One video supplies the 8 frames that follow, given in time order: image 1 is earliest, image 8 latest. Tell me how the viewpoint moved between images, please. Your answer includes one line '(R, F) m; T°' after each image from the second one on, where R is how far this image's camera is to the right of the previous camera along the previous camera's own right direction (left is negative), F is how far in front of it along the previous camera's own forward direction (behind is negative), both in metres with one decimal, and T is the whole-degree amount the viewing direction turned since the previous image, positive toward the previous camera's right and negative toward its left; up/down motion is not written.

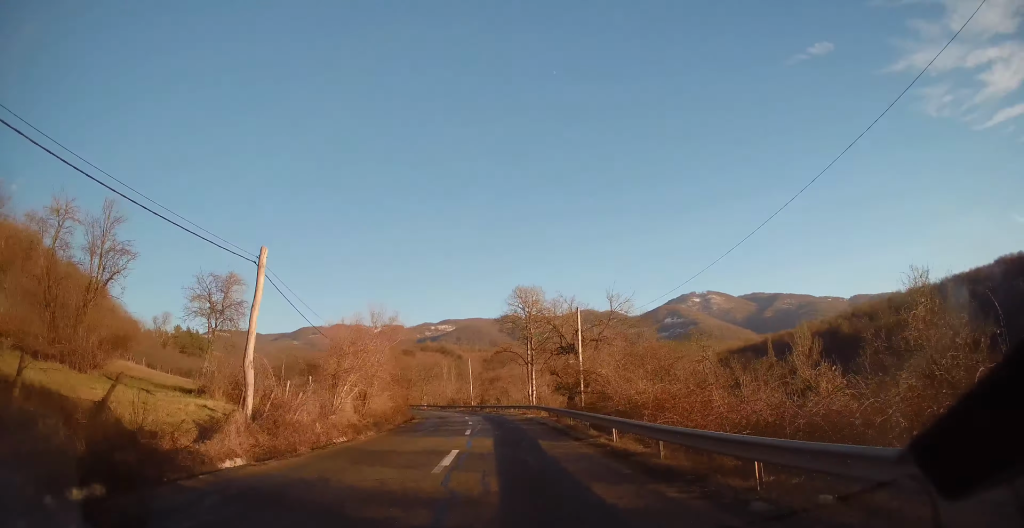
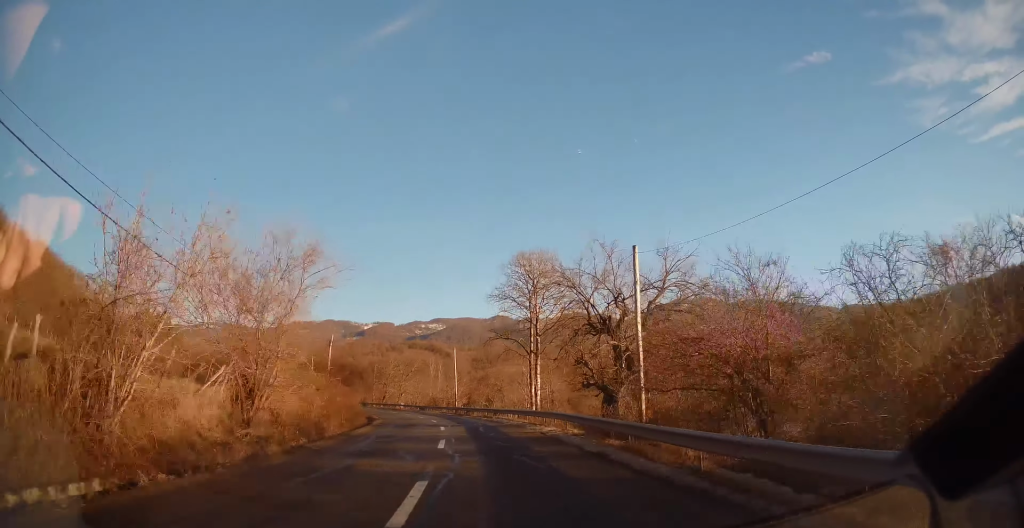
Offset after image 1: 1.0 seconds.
(0.0, +14.0) m; -1°
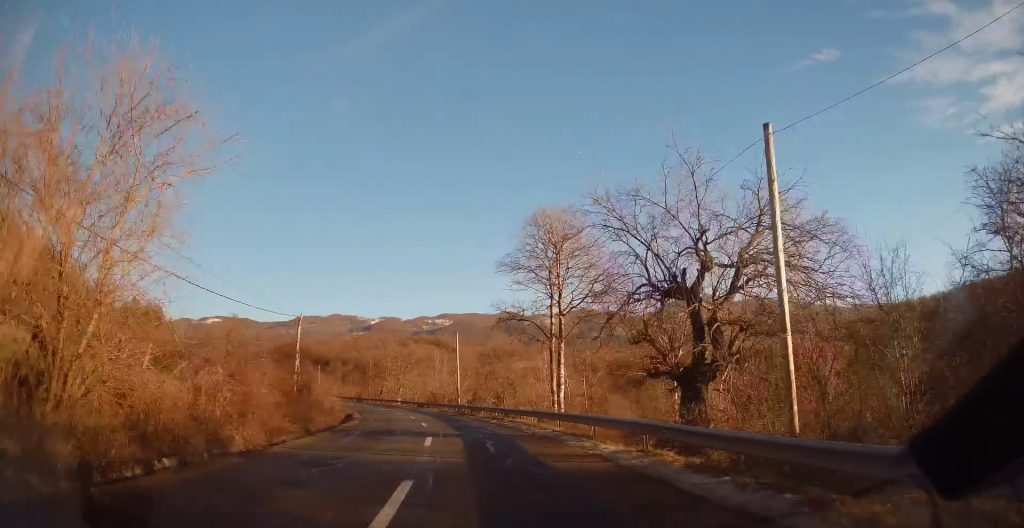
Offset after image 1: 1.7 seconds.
(0.0, +9.2) m; -1°
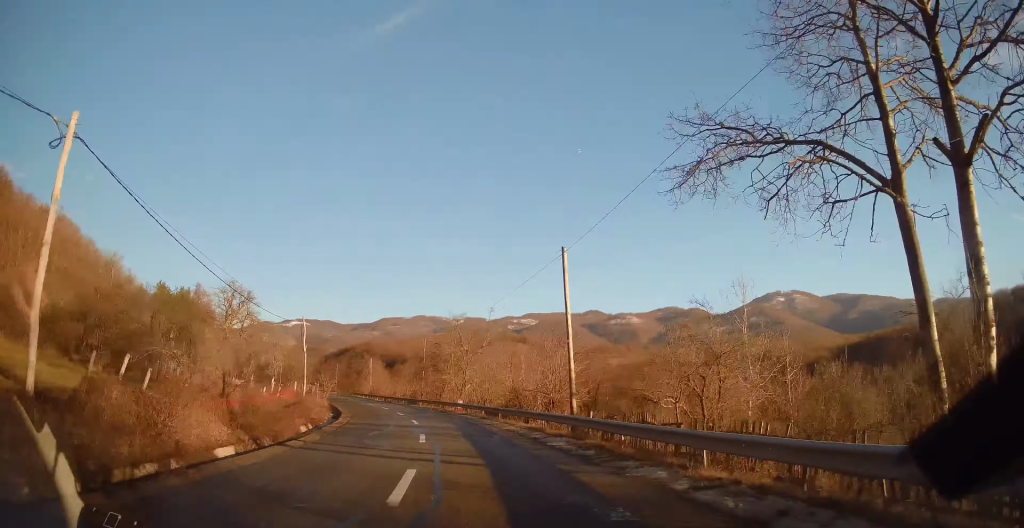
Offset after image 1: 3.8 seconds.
(-1.7, +26.8) m; -9°
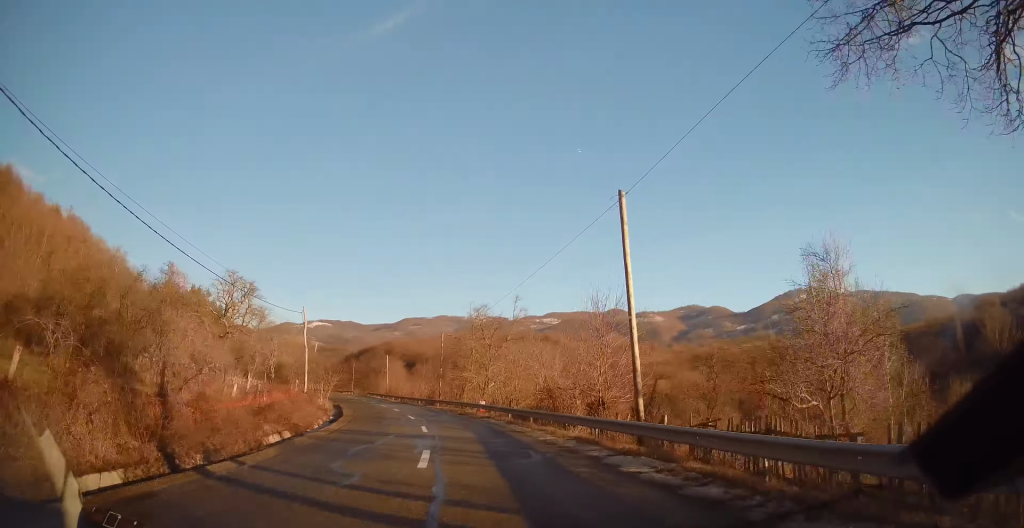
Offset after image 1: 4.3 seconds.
(-0.2, +5.6) m; -2°
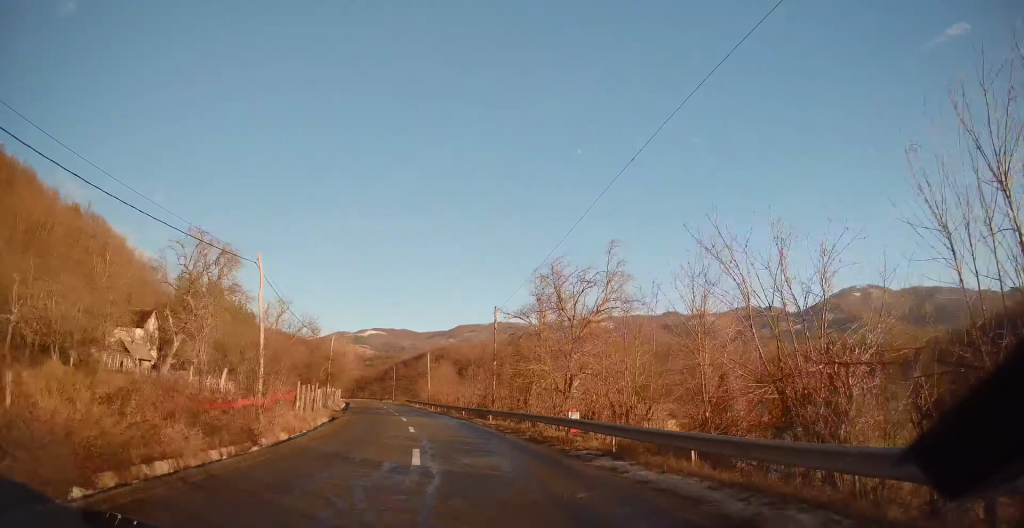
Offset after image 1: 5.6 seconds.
(-1.0, +17.7) m; -7°
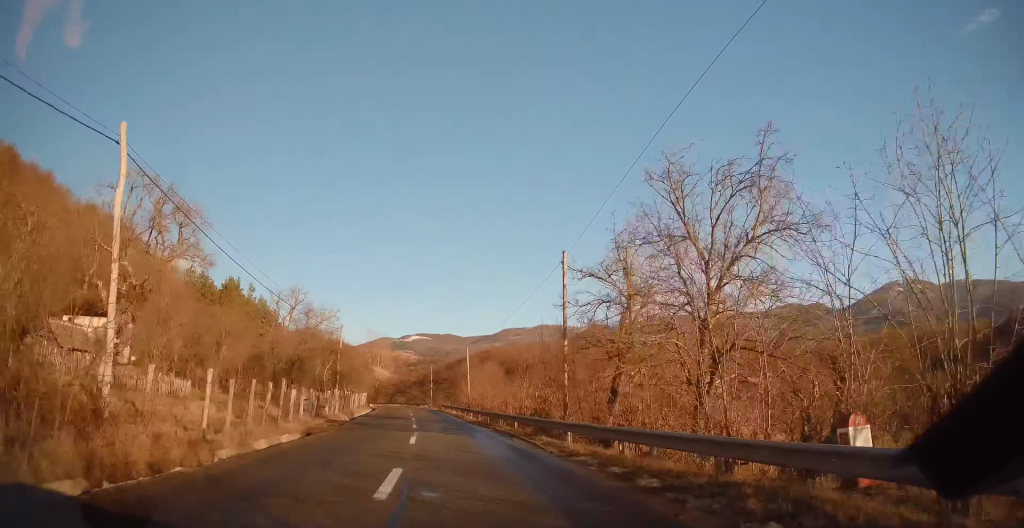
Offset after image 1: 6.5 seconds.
(-0.6, +13.2) m; -5°
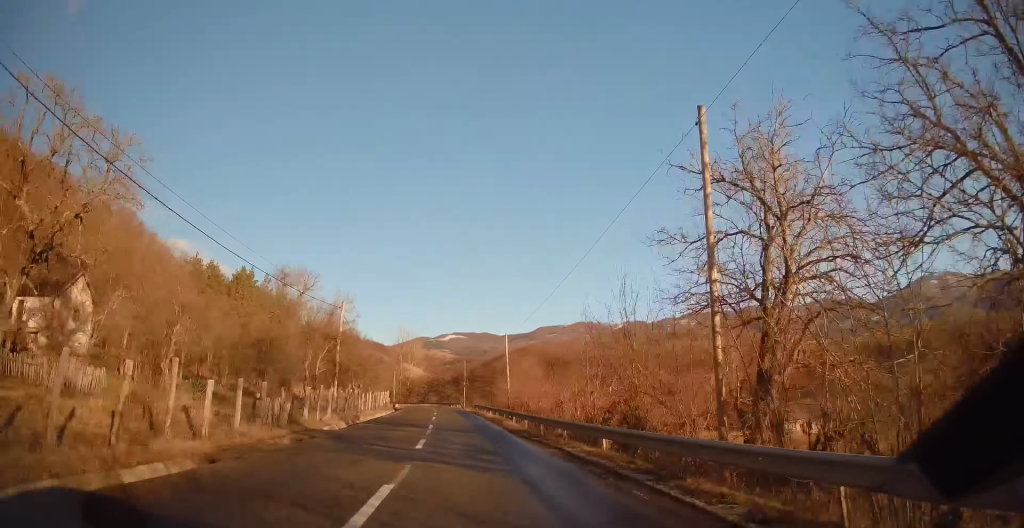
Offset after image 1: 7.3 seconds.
(-0.4, +11.0) m; -2°
